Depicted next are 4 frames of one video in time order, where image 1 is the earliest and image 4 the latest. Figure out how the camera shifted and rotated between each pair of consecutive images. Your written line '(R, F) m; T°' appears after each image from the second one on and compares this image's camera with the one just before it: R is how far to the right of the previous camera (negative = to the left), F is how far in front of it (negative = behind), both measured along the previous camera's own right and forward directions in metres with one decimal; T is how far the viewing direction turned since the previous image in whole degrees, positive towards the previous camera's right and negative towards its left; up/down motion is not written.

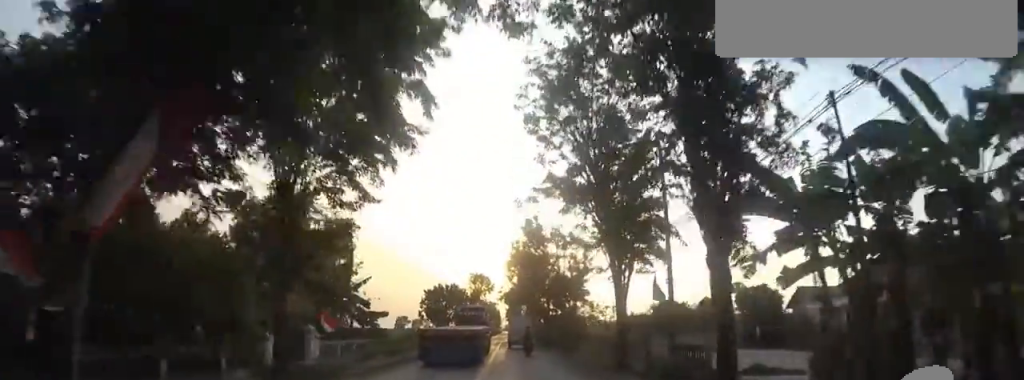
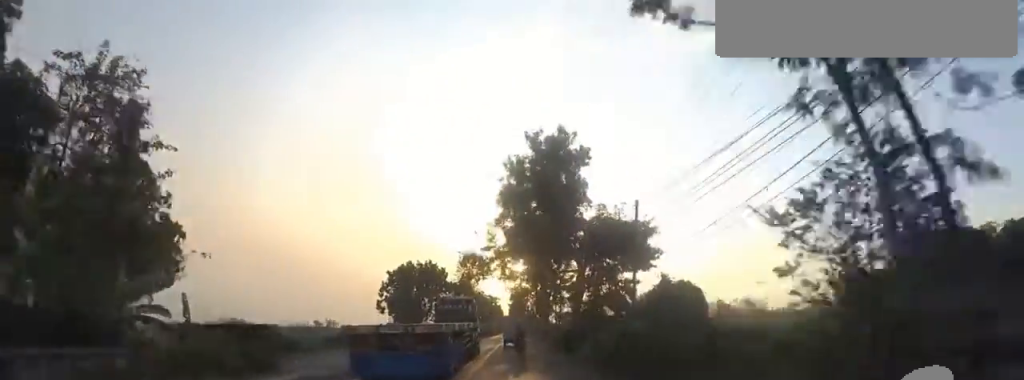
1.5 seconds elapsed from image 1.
(-0.4, +25.1) m; -1°
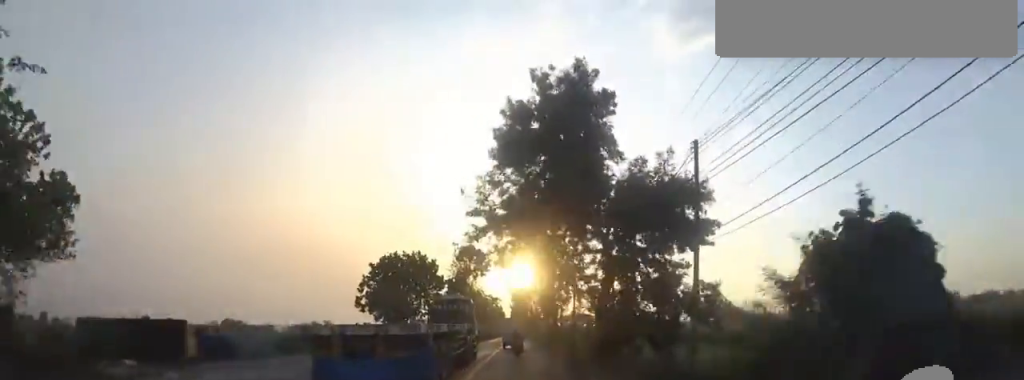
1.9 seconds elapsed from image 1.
(0.0, +7.7) m; 0°
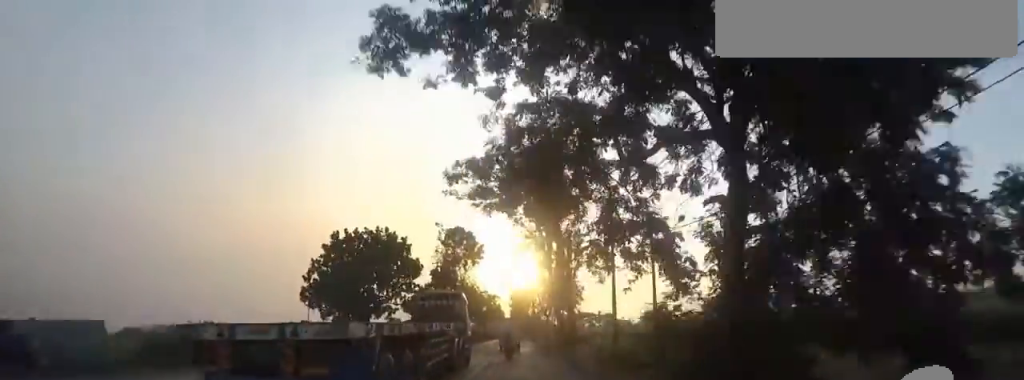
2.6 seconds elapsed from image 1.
(0.0, +12.1) m; 0°
